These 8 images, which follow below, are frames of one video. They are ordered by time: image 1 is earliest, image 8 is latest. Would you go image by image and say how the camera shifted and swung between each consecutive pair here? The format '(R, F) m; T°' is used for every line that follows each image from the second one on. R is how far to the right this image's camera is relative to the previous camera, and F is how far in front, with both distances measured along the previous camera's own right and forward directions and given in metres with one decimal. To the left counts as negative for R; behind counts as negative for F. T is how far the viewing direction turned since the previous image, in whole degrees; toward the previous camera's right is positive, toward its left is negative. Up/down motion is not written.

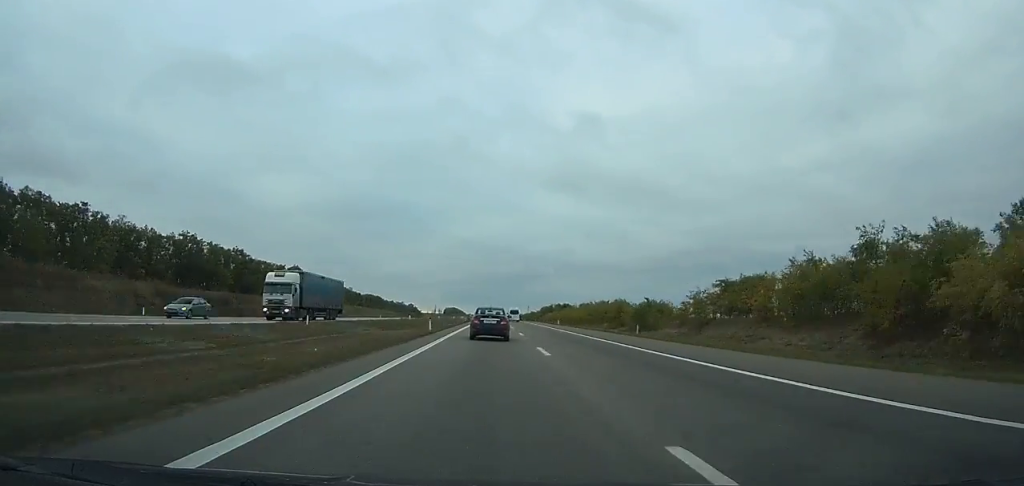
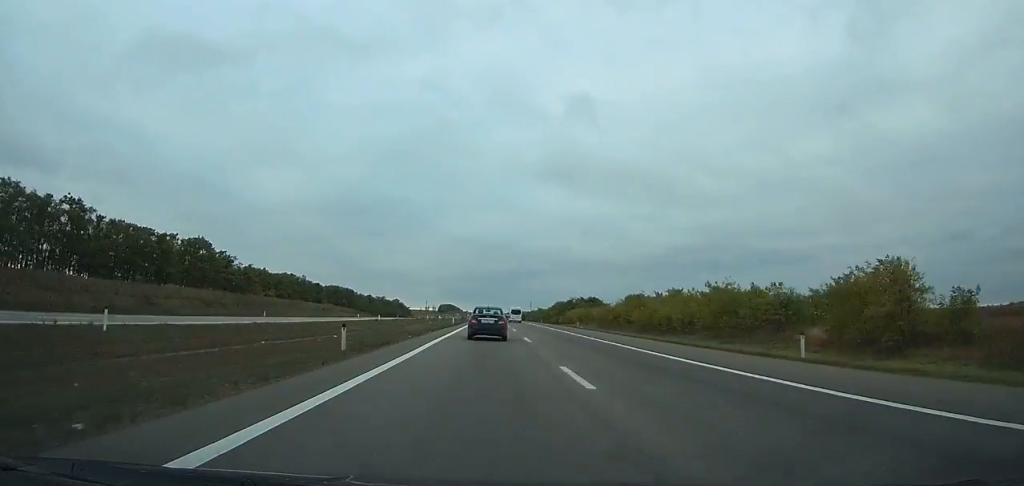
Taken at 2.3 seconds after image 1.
(0.0, +63.6) m; 0°
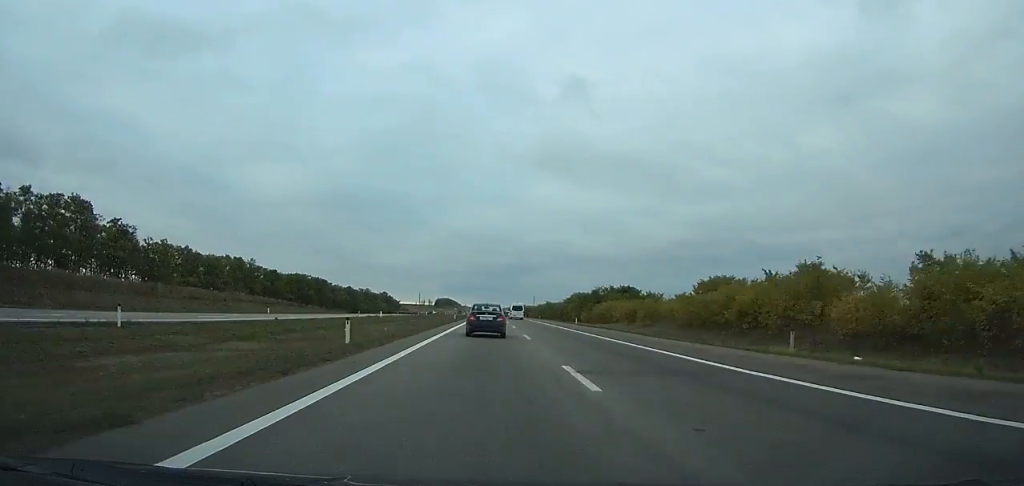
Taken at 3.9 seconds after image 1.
(-0.1, +43.4) m; 0°
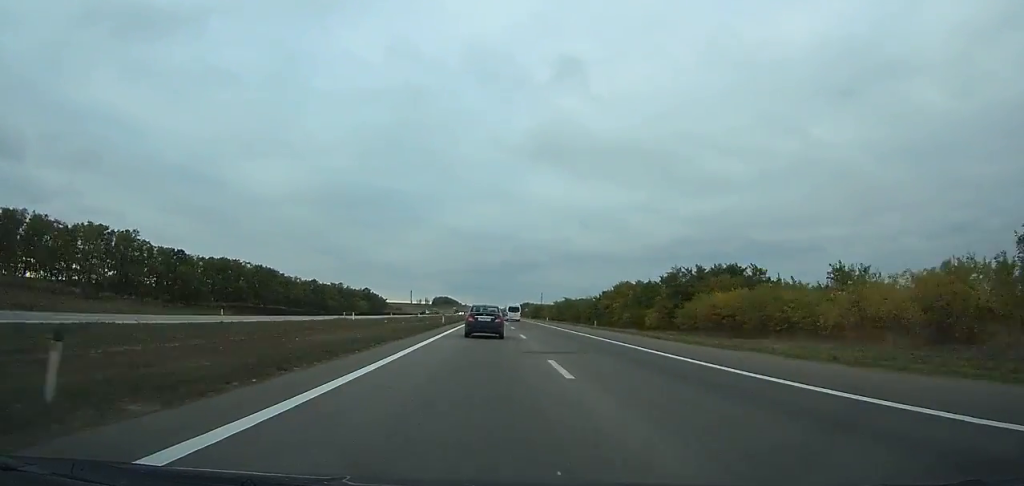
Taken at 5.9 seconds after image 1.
(+0.1, +55.7) m; 0°
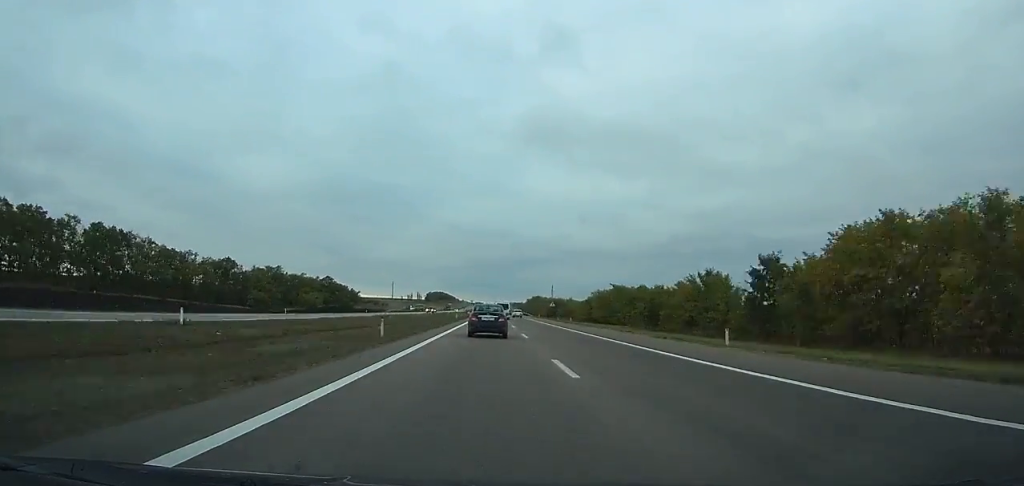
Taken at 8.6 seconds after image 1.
(+0.1, +77.8) m; 0°
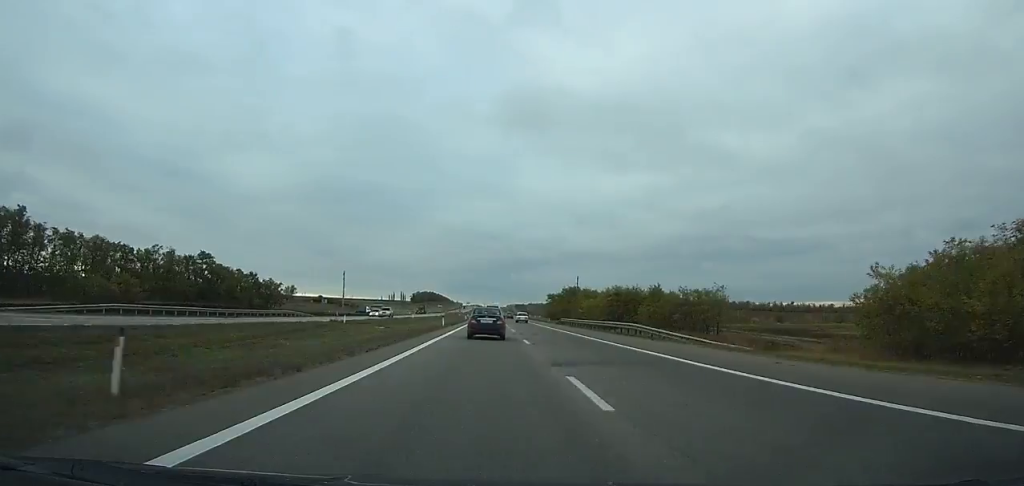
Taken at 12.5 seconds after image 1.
(+0.1, +118.6) m; 0°
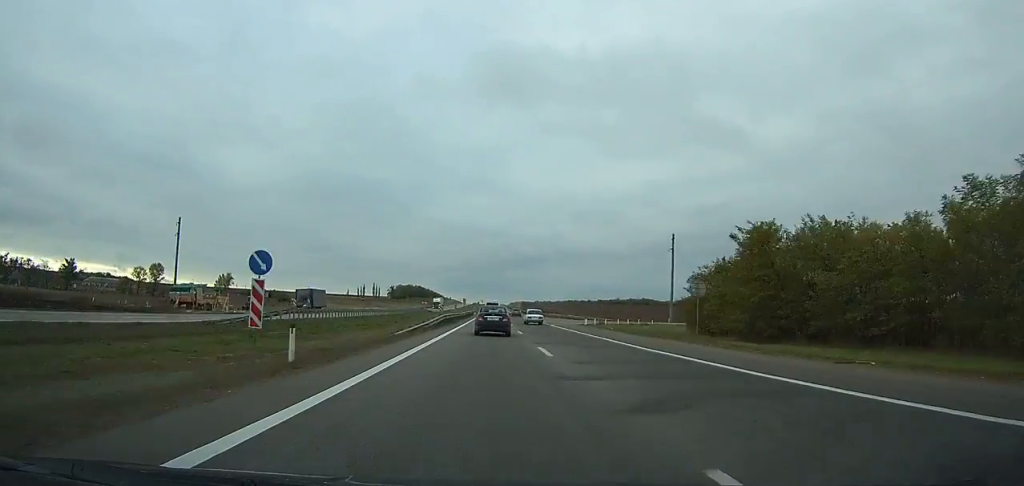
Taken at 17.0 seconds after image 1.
(-0.3, +142.8) m; 0°
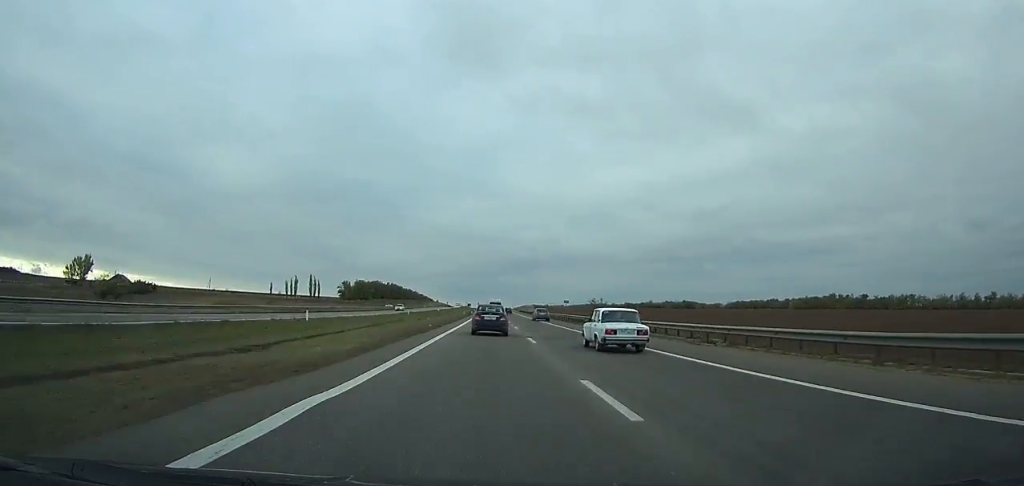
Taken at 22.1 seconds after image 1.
(-0.5, +162.0) m; 0°
